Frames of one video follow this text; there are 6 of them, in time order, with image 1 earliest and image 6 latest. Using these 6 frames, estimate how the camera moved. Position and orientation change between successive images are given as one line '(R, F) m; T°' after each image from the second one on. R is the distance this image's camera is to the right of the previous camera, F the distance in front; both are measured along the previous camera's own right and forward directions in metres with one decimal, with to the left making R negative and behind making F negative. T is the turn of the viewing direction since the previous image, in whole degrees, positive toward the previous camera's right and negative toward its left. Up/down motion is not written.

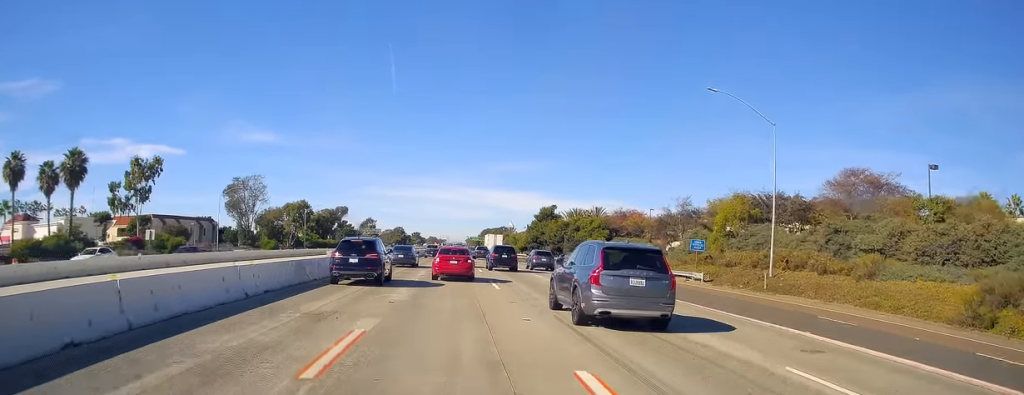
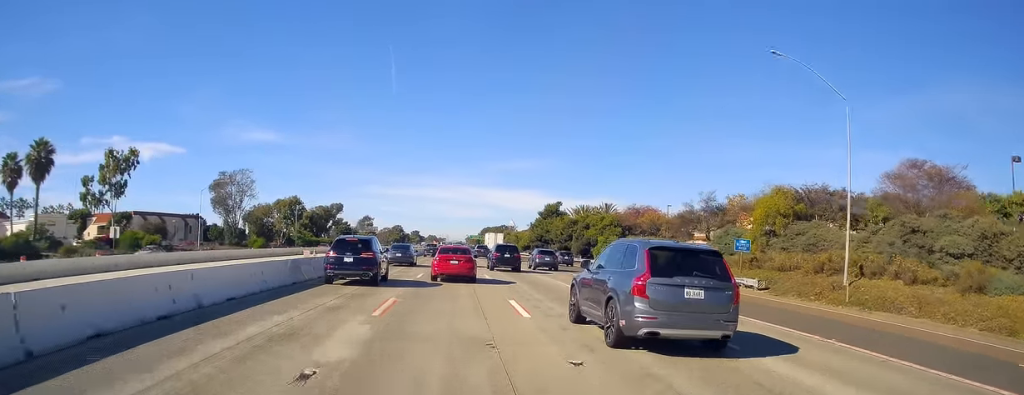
(-0.2, +9.1) m; 0°
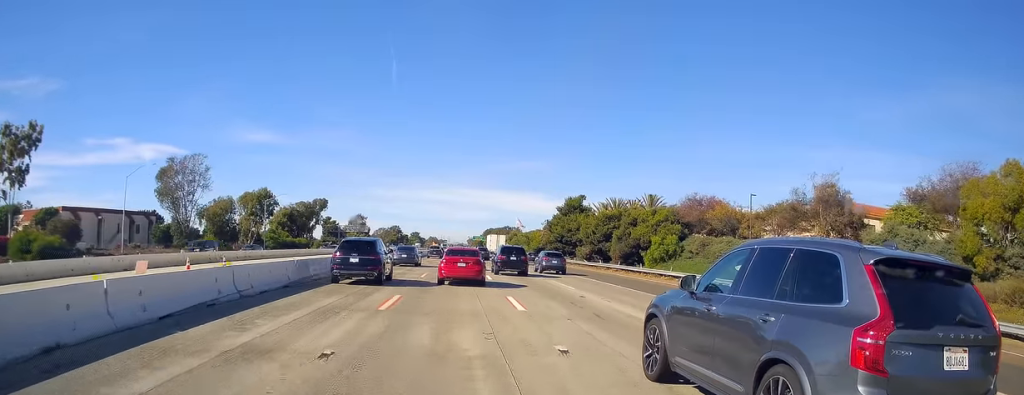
(+0.7, +31.3) m; +3°
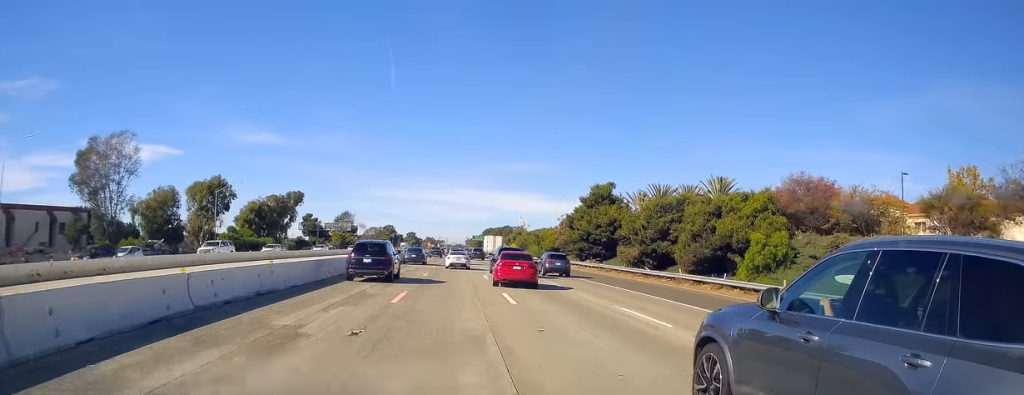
(-1.0, +25.7) m; -3°
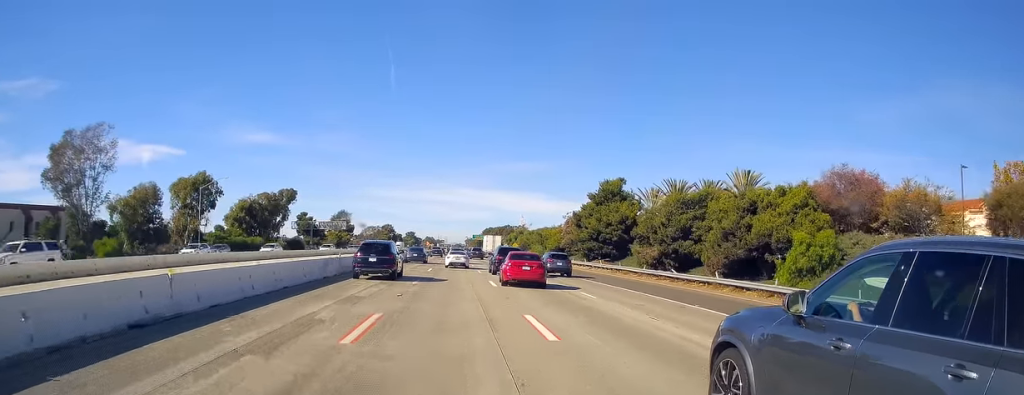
(0.0, +6.8) m; +1°
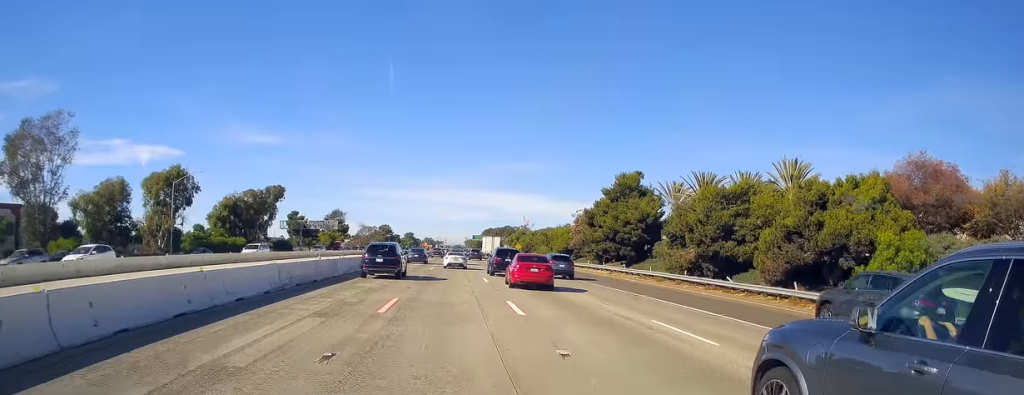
(+0.3, +9.2) m; +1°
